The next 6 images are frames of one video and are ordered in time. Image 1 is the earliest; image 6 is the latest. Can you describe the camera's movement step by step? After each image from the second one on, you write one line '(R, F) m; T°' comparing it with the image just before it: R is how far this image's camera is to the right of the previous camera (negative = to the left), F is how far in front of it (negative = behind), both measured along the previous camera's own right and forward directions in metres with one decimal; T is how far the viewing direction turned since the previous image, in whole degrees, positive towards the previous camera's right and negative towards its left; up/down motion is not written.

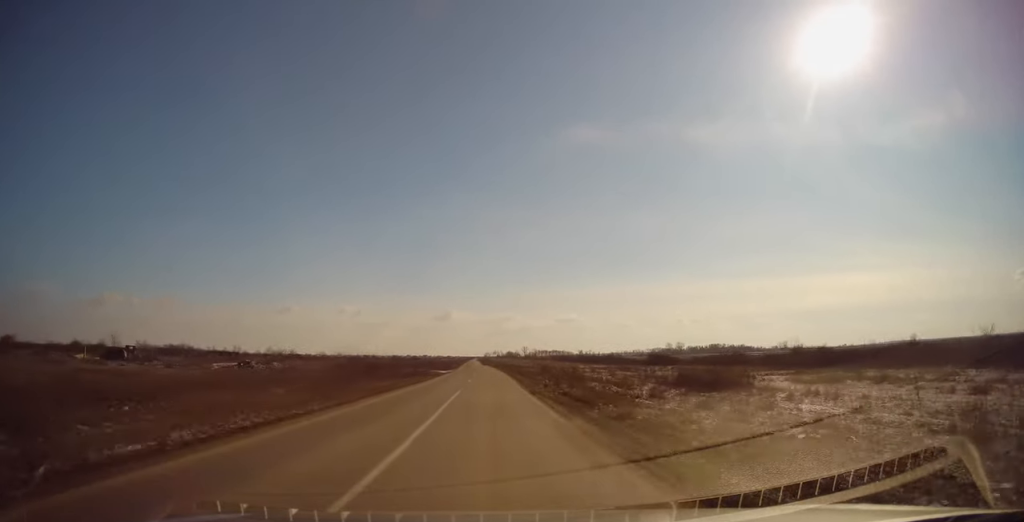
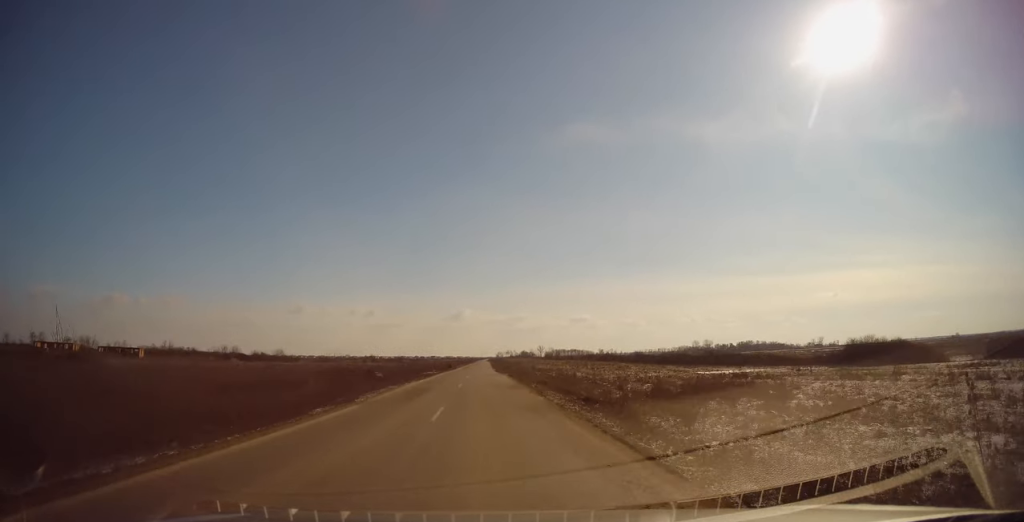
(-0.9, +80.8) m; -1°
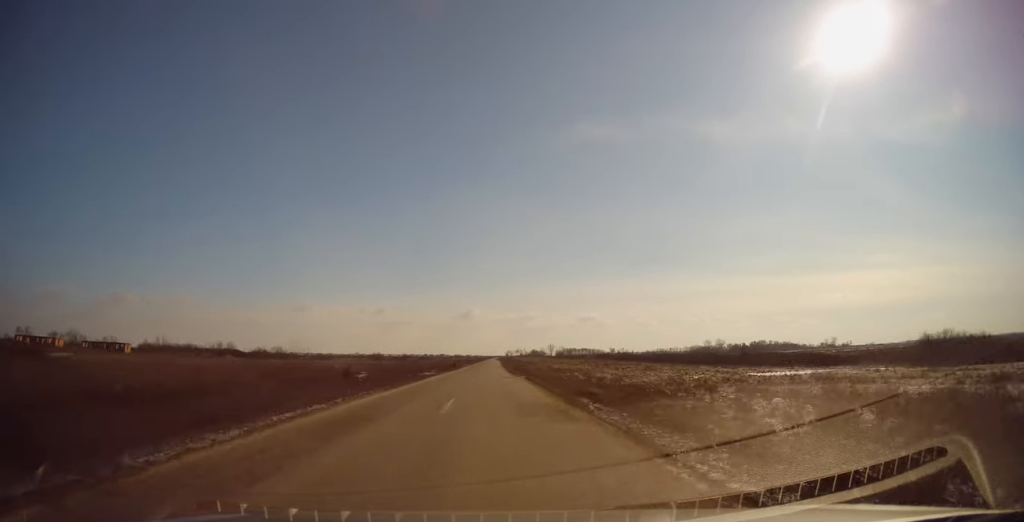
(-0.1, +12.4) m; -1°
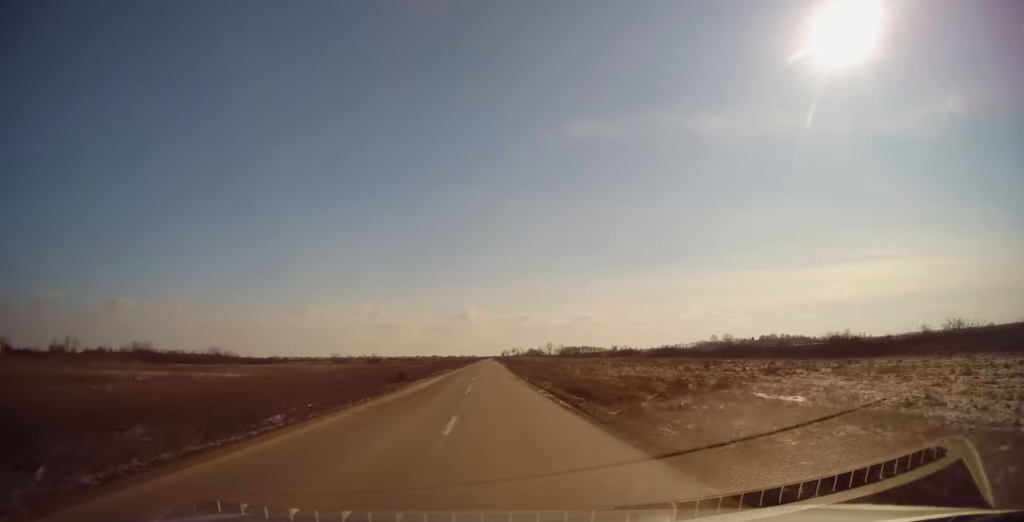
(-0.9, +52.4) m; -1°
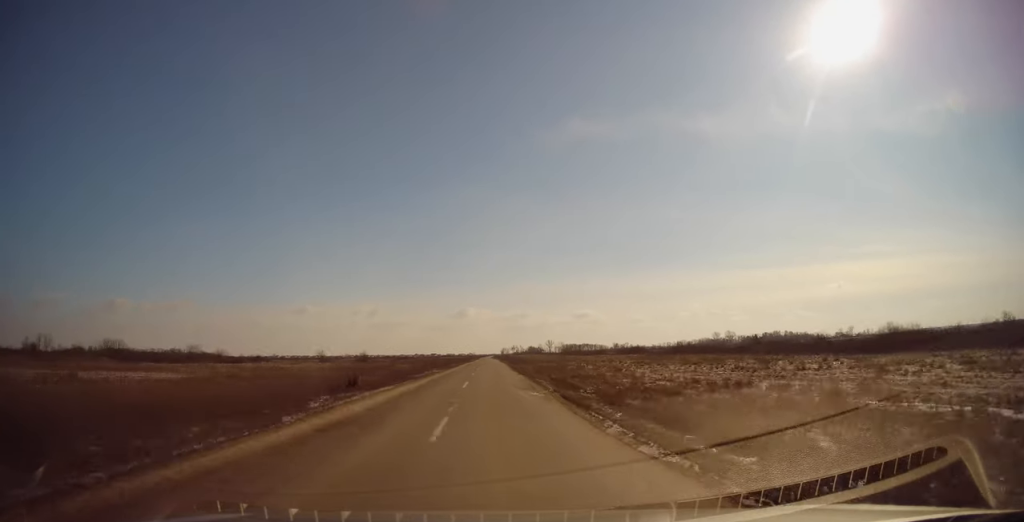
(0.0, +13.3) m; 0°
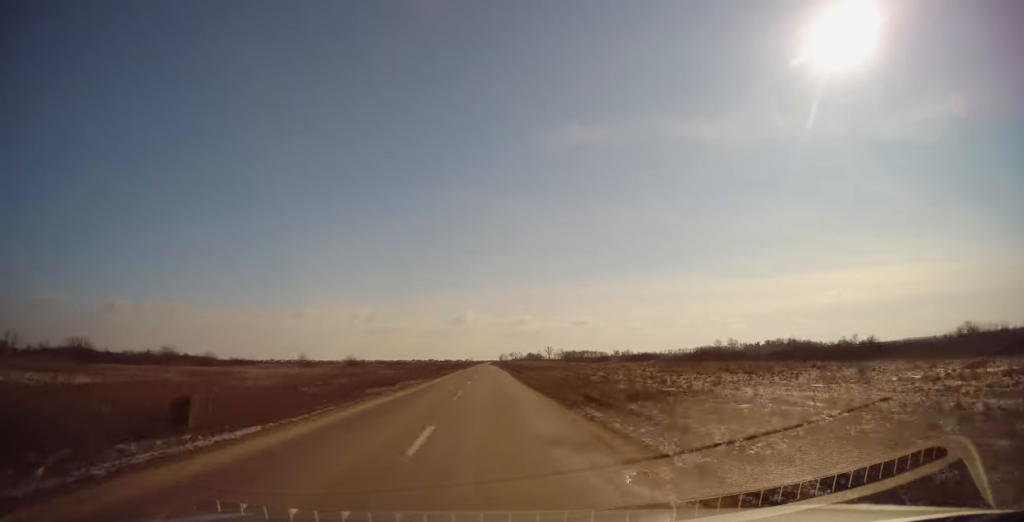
(0.0, +13.7) m; 0°
